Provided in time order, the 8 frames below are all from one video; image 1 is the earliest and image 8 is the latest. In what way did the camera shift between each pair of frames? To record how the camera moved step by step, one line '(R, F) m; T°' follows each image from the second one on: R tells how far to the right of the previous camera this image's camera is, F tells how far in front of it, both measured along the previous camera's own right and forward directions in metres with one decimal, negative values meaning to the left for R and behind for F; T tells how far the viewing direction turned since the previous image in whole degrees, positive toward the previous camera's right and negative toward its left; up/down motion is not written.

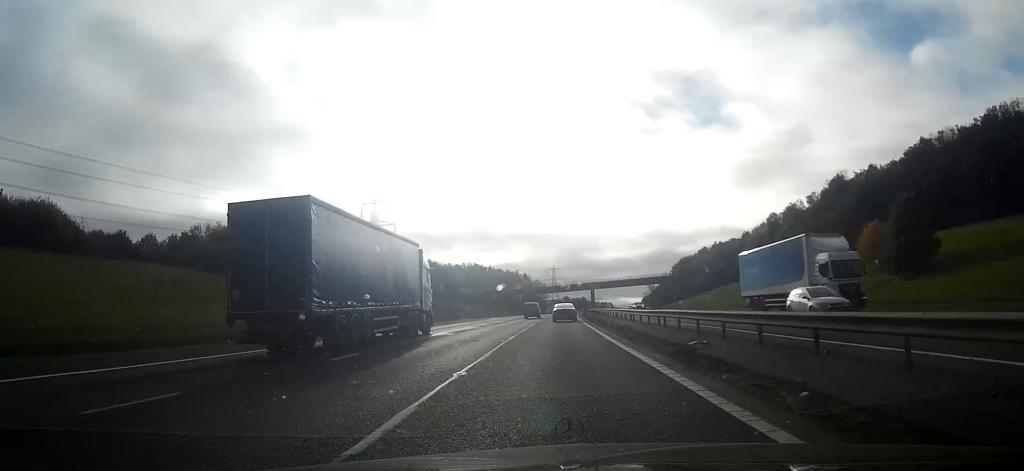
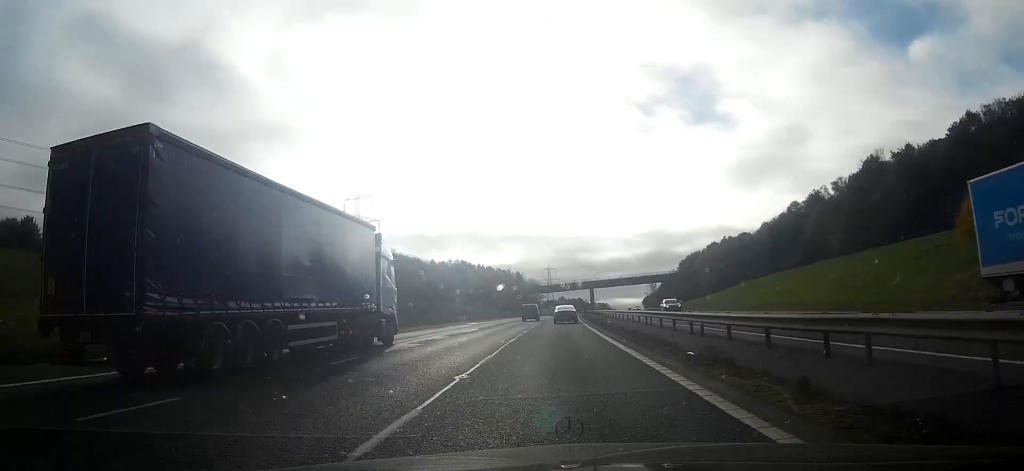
(0.0, +18.1) m; 0°
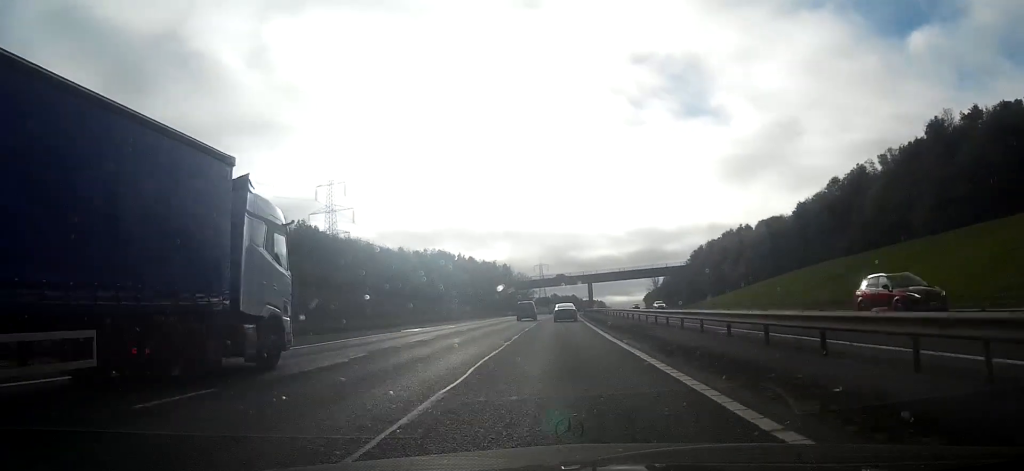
(+0.2, +25.4) m; +1°
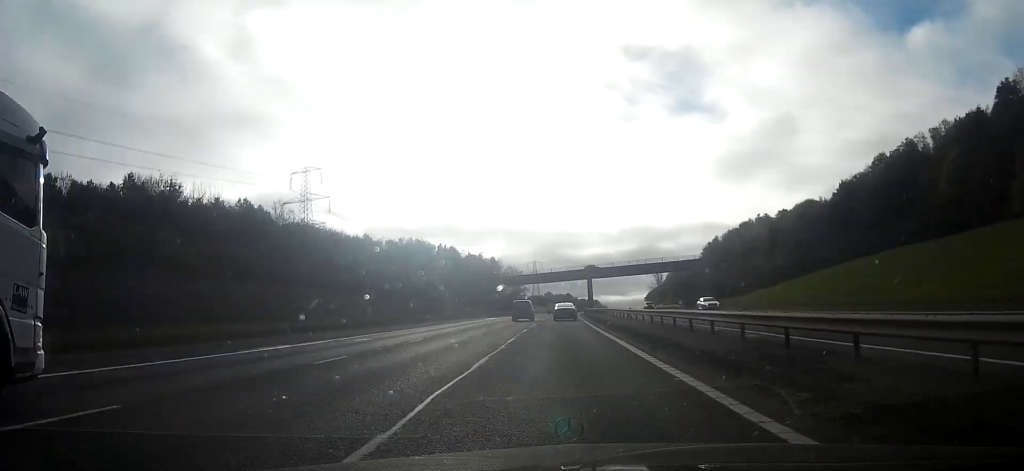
(+0.1, +20.6) m; +1°
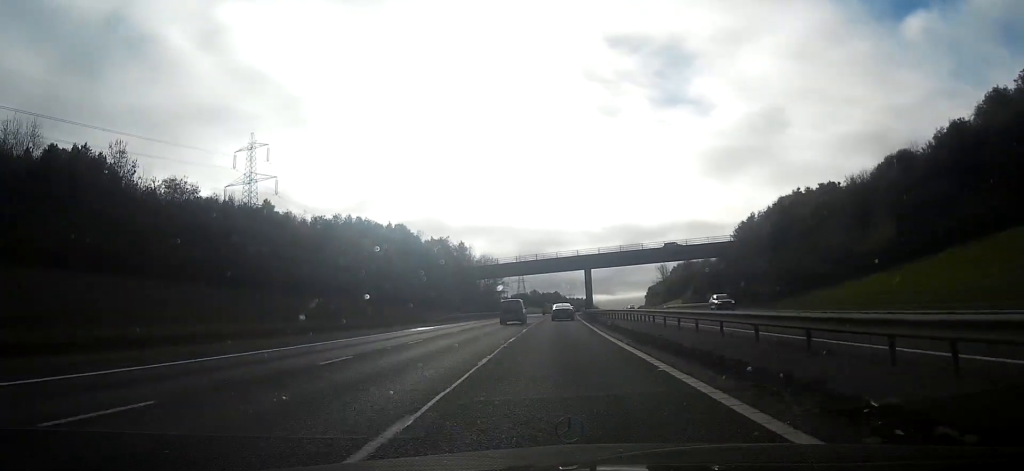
(+0.2, +34.9) m; +1°
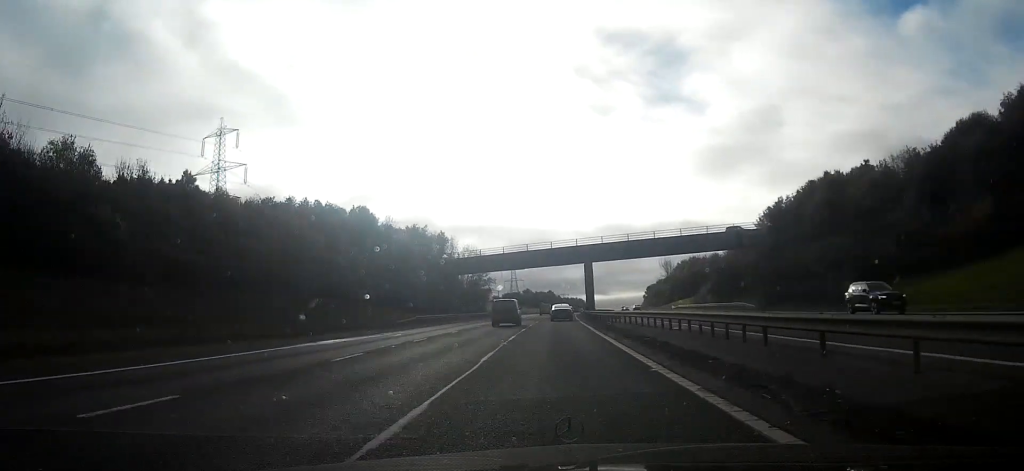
(+0.1, +16.8) m; 0°
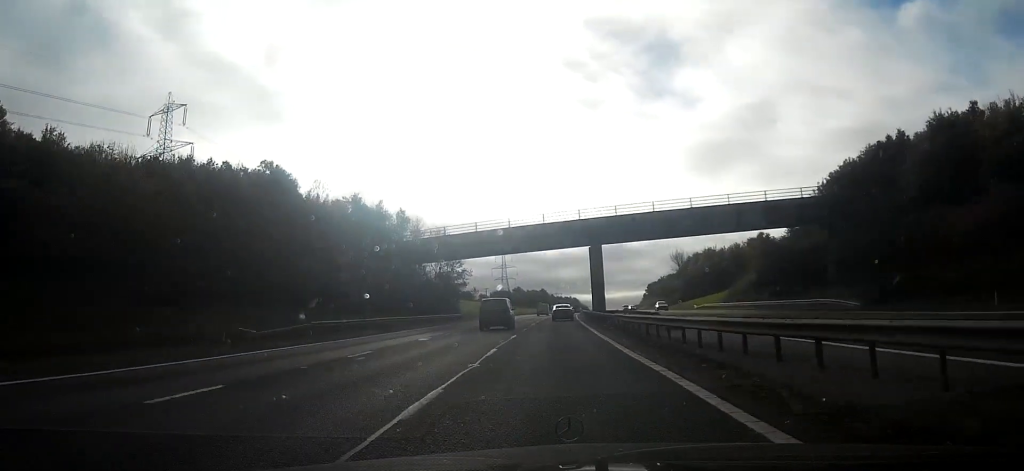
(+0.2, +25.2) m; +1°
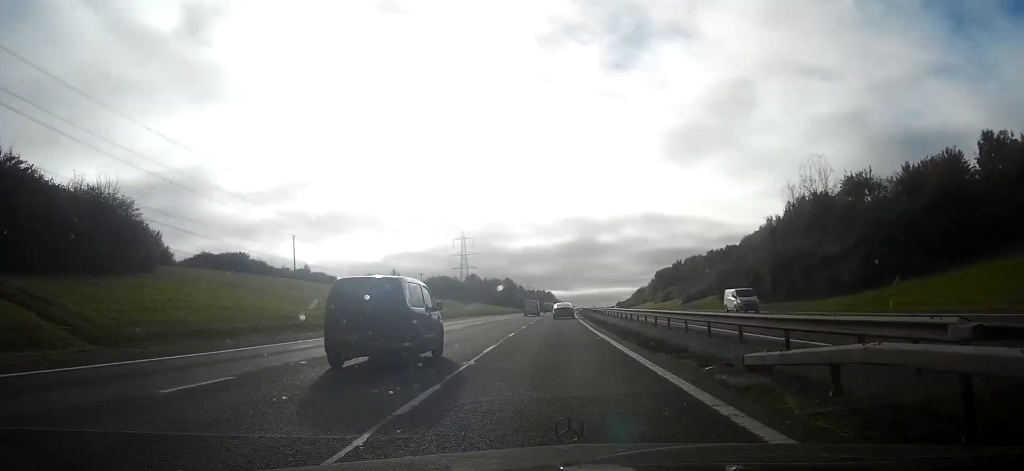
(+2.1, +89.3) m; +3°
